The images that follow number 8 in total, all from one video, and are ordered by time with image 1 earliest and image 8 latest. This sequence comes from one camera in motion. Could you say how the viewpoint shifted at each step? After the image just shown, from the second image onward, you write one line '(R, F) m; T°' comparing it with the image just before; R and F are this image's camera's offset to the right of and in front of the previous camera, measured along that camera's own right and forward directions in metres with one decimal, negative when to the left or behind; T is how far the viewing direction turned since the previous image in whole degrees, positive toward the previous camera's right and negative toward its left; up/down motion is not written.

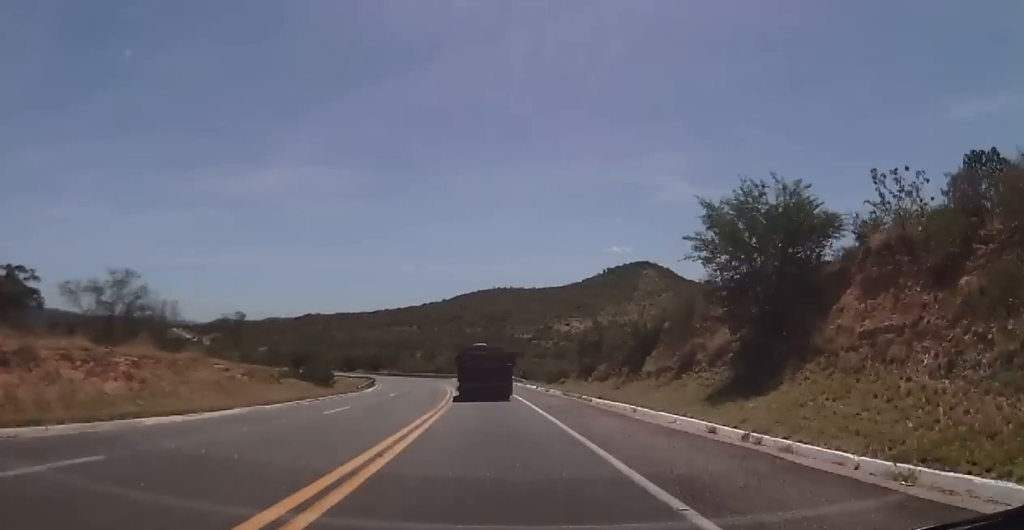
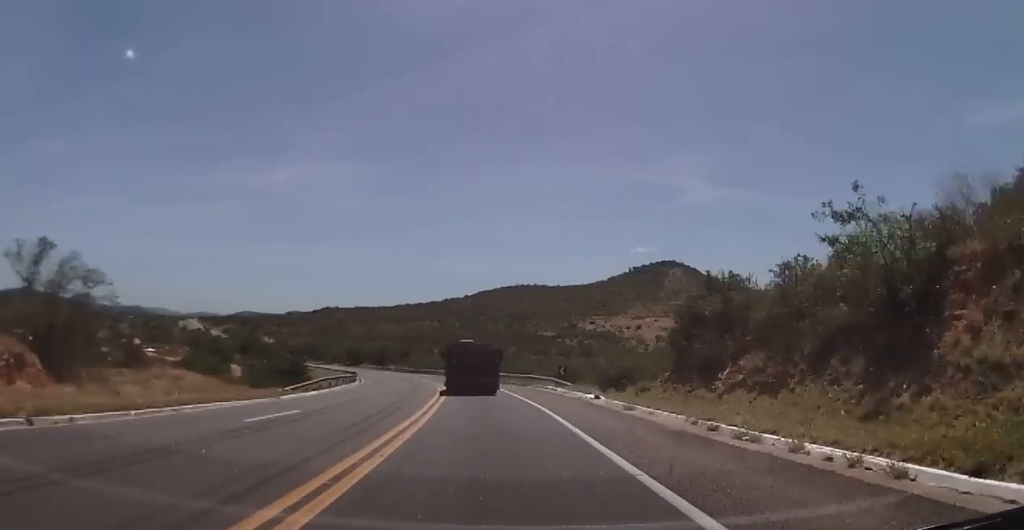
(0.0, +24.1) m; -1°
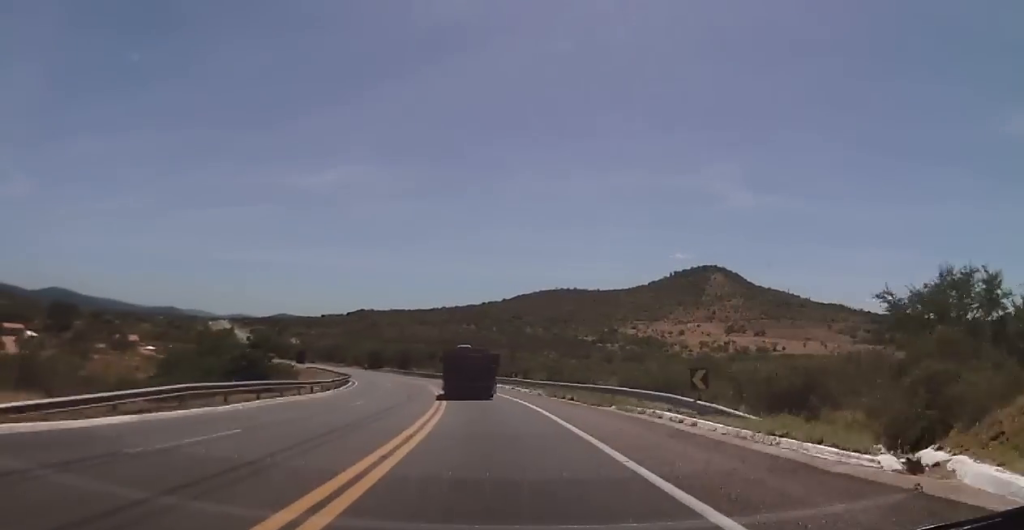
(-0.2, +23.1) m; -2°
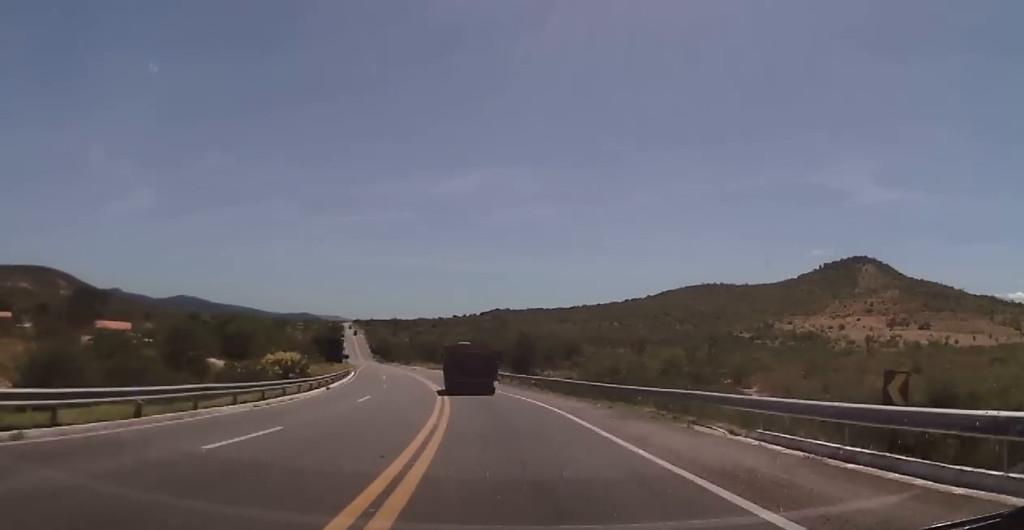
(-4.6, +68.2) m; -9°
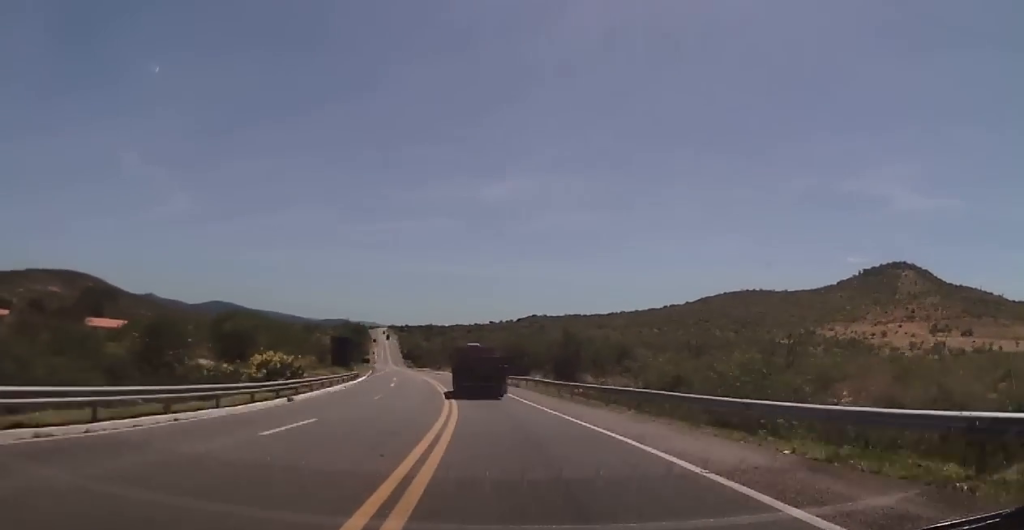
(0.0, +14.4) m; -2°
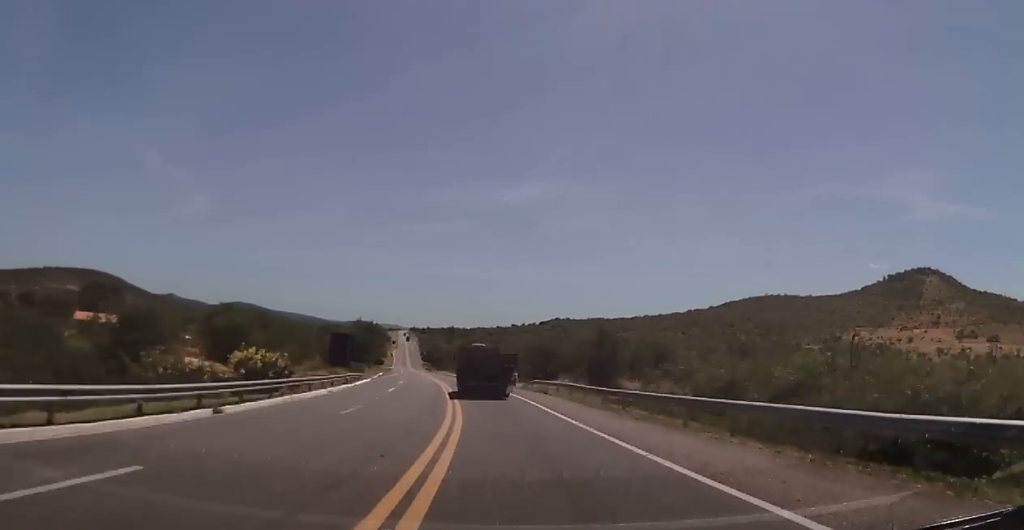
(-0.4, +9.9) m; -2°
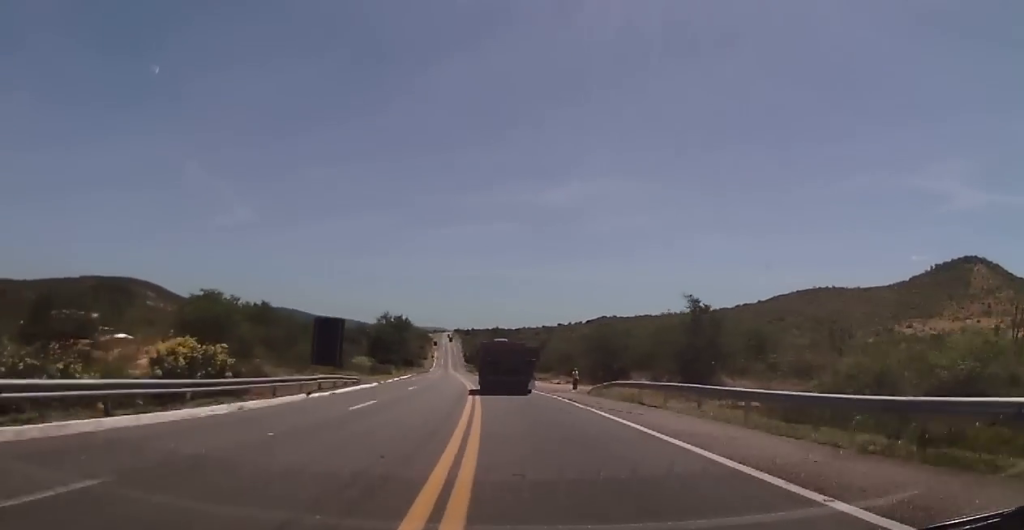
(-0.5, +18.3) m; -4°
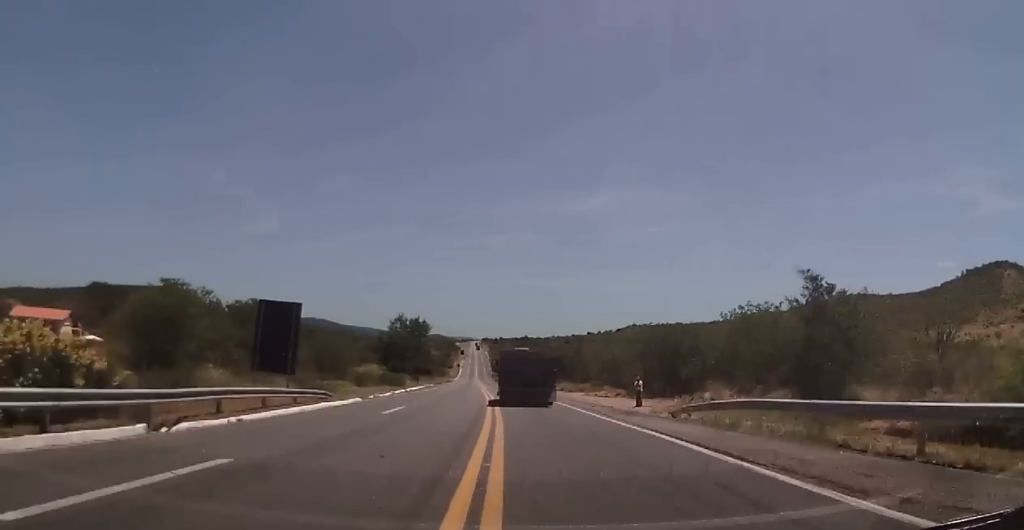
(-0.4, +14.6) m; -3°
